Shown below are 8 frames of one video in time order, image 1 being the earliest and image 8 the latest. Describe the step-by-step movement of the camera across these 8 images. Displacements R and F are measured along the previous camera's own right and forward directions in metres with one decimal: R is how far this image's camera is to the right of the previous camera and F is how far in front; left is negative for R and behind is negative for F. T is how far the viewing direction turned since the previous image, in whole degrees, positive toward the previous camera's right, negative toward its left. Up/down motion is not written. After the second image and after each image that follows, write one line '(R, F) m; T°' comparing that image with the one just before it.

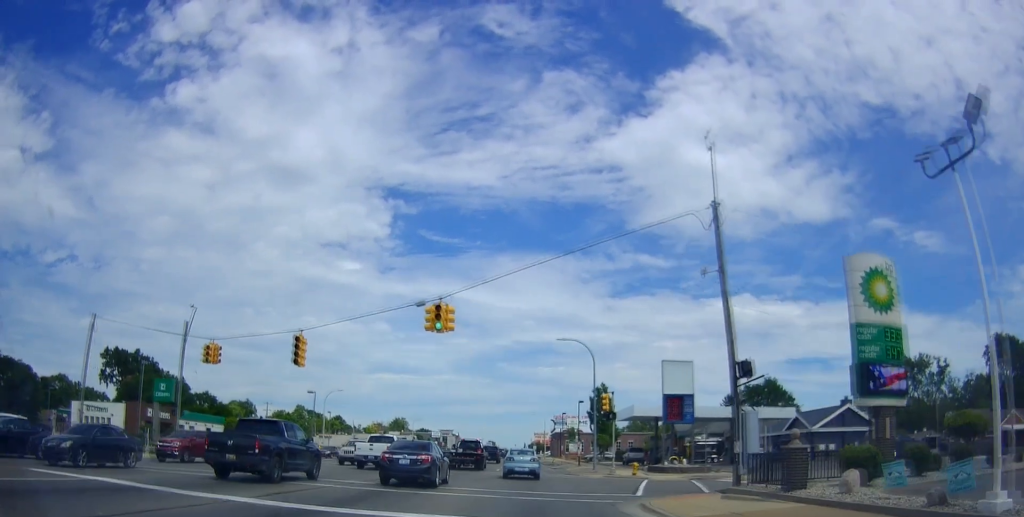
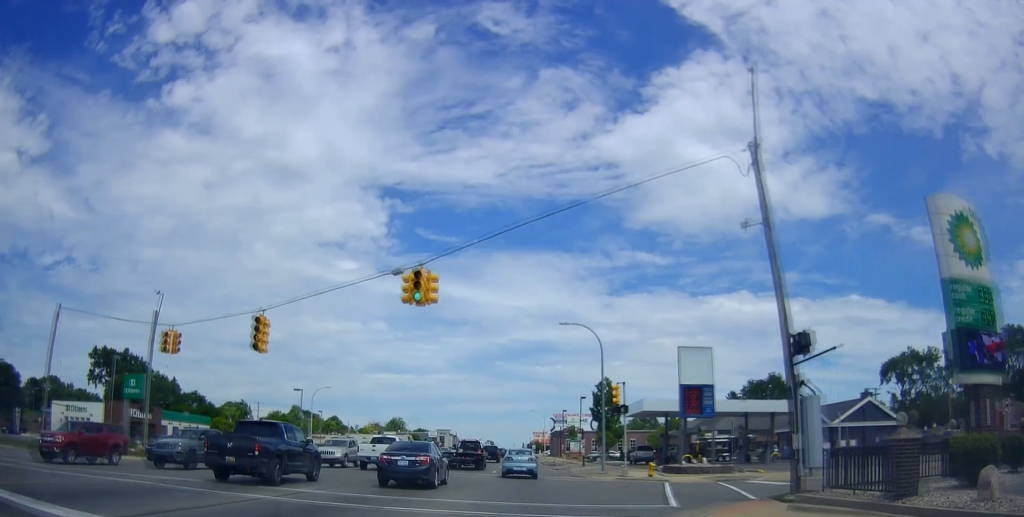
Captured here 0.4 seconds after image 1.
(0.0, +4.1) m; 0°
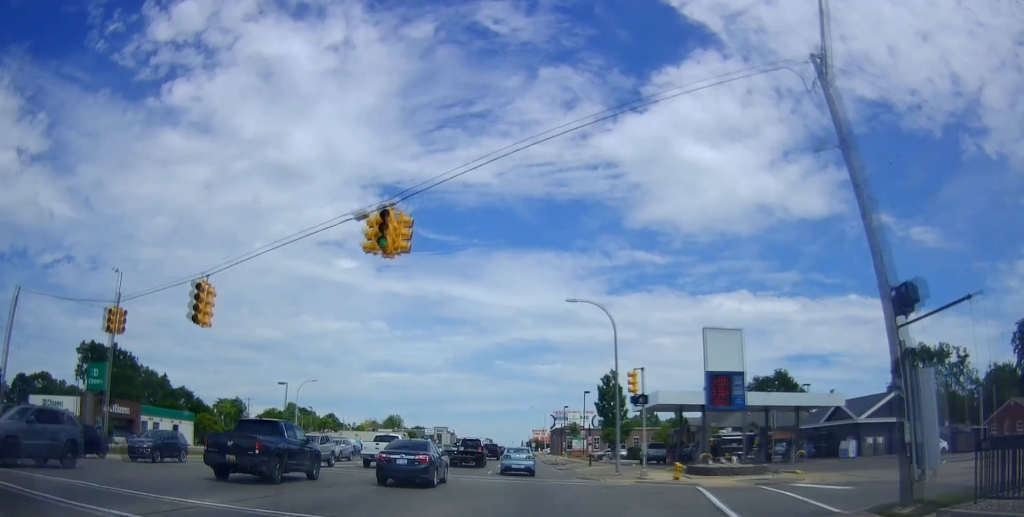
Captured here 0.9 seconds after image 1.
(0.0, +4.6) m; 0°
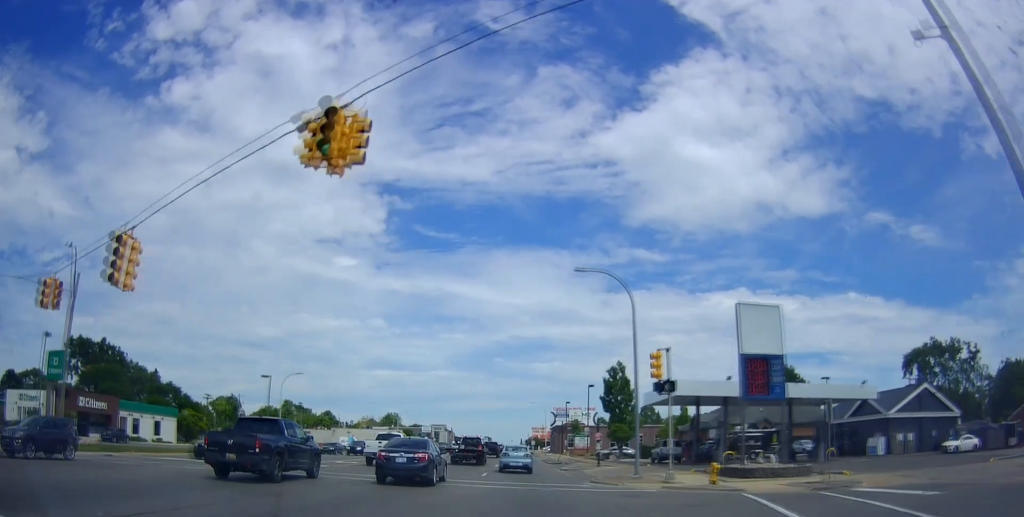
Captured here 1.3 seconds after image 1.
(0.0, +4.8) m; 0°
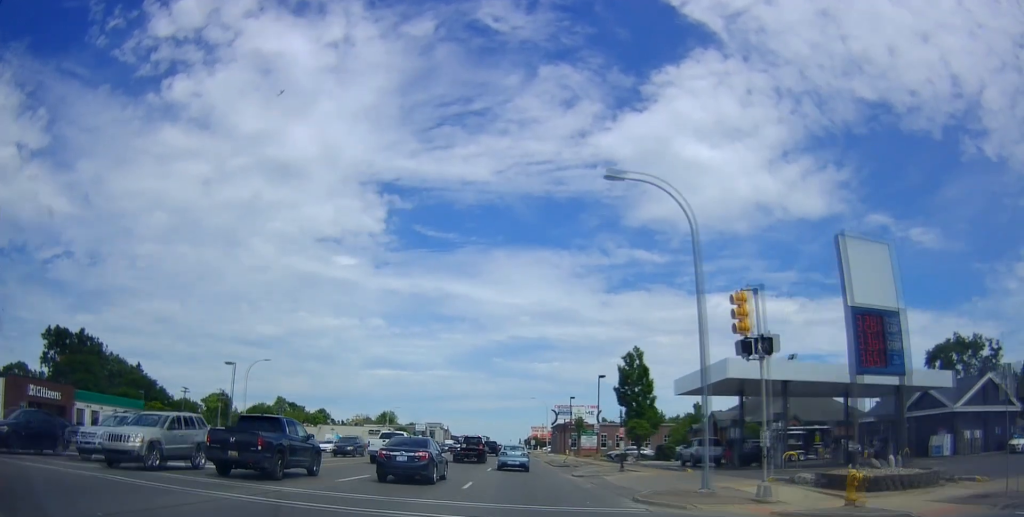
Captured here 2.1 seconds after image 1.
(0.0, +8.9) m; +1°
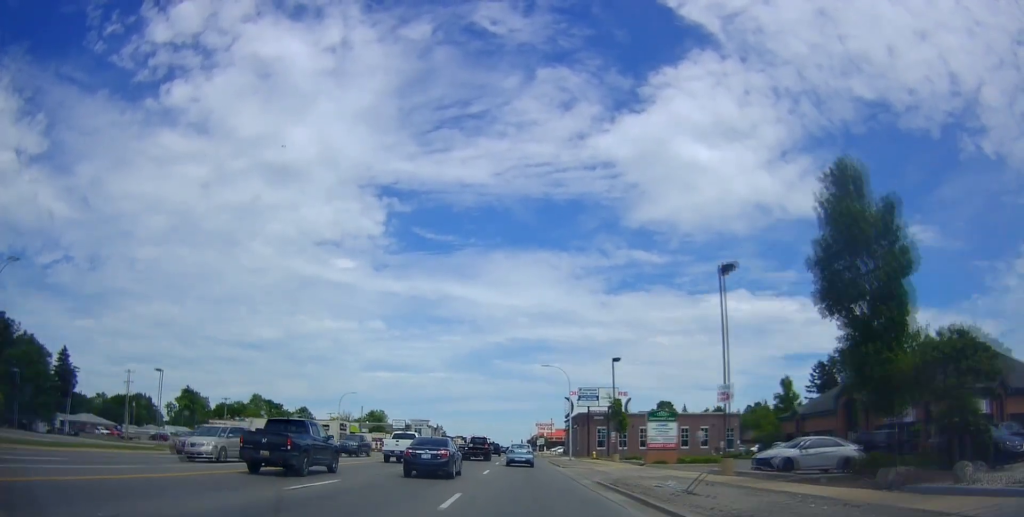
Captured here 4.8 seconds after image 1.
(+2.0, +34.8) m; +4°
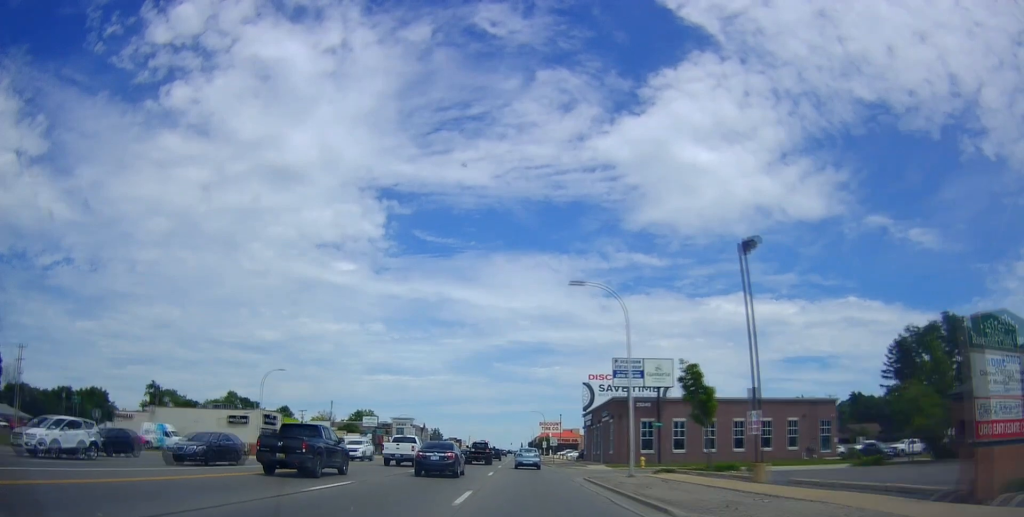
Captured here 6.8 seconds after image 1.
(-1.1, +28.8) m; -2°
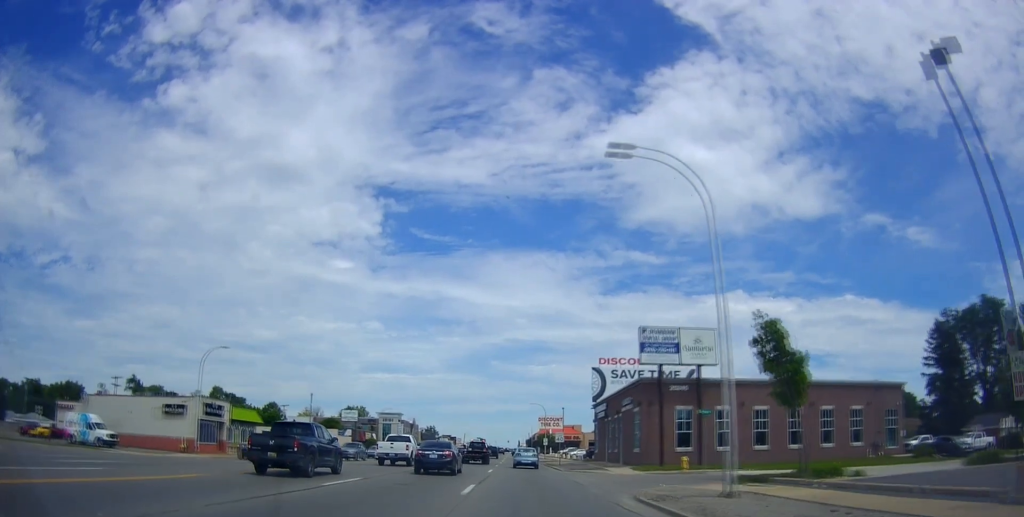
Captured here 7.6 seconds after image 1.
(+0.5, +12.6) m; +2°
